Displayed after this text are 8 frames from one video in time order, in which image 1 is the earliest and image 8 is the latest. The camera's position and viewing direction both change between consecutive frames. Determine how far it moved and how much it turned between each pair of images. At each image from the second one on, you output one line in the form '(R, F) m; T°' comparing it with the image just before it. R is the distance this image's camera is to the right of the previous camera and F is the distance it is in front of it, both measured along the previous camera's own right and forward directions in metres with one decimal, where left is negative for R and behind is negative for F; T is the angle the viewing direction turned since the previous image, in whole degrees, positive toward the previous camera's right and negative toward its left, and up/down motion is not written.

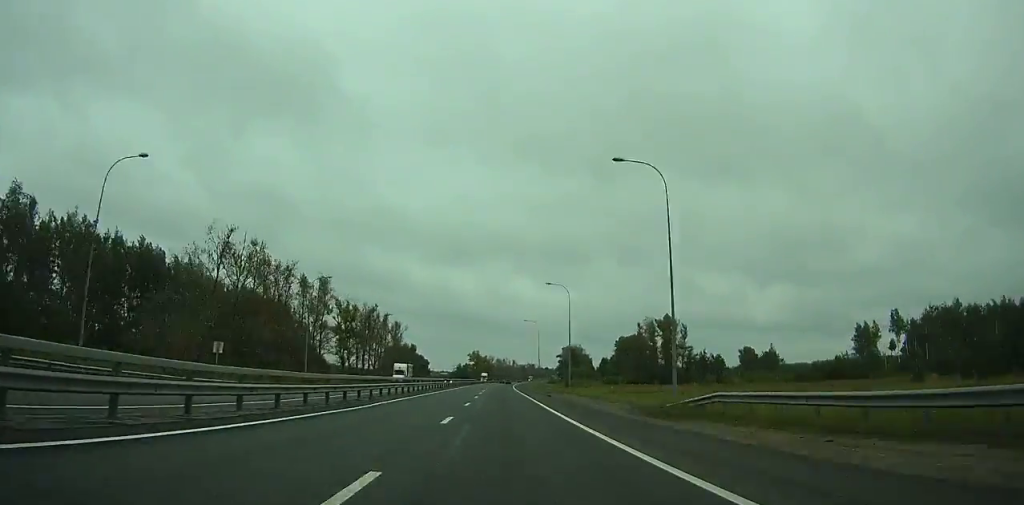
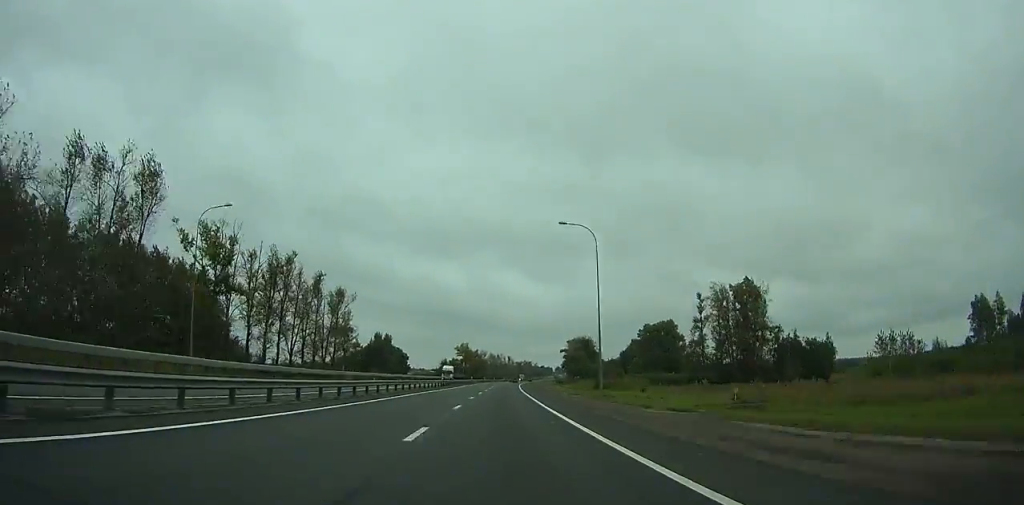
(0.0, +65.0) m; +1°
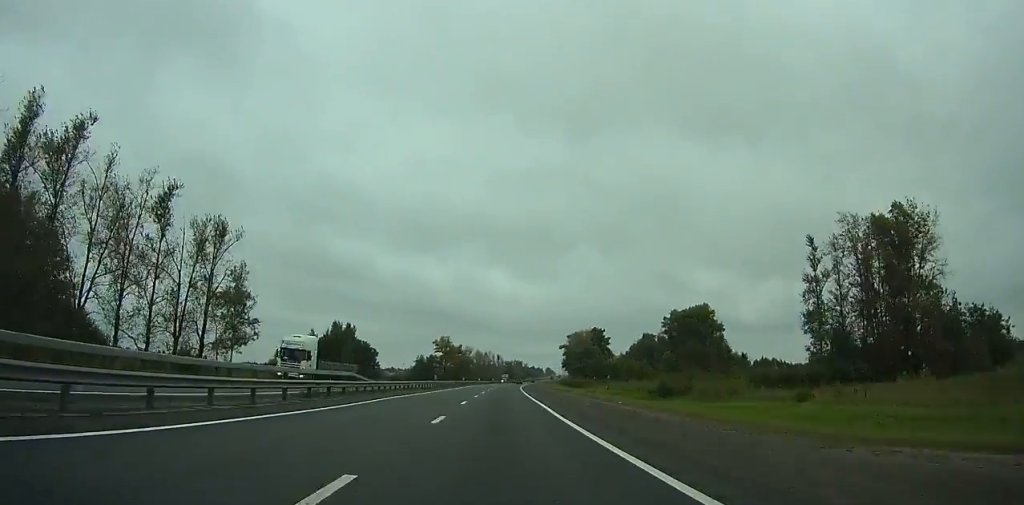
(+0.1, +54.2) m; +1°
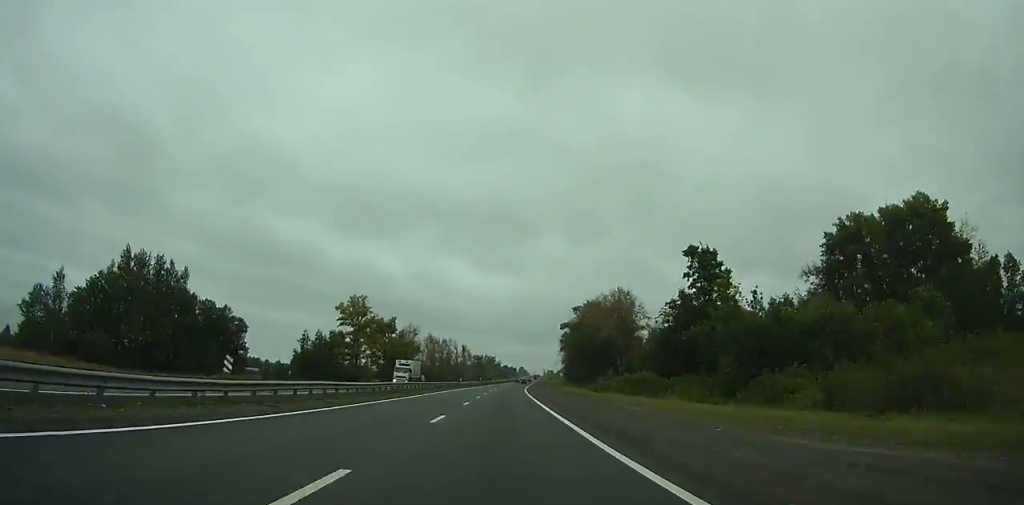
(+3.6, +120.9) m; +3°
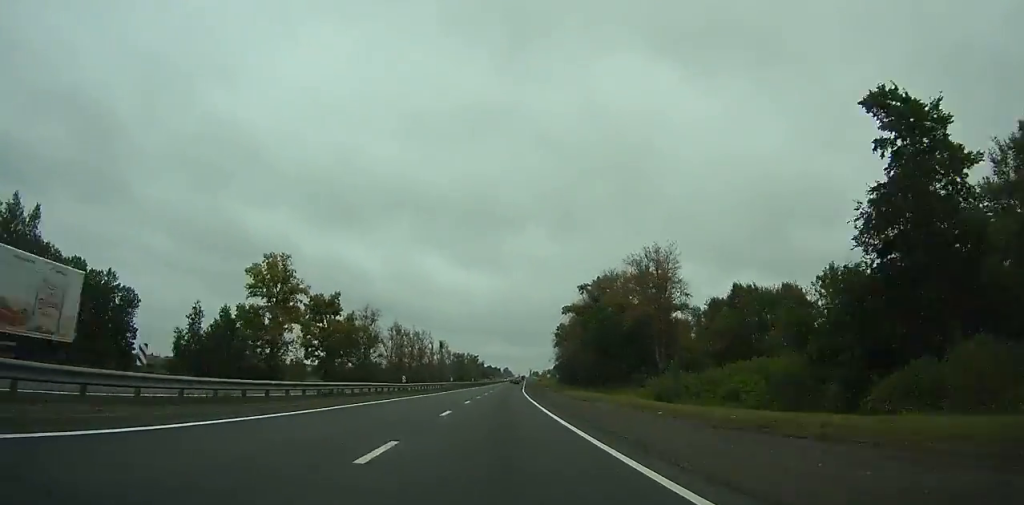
(+0.1, +44.6) m; +1°
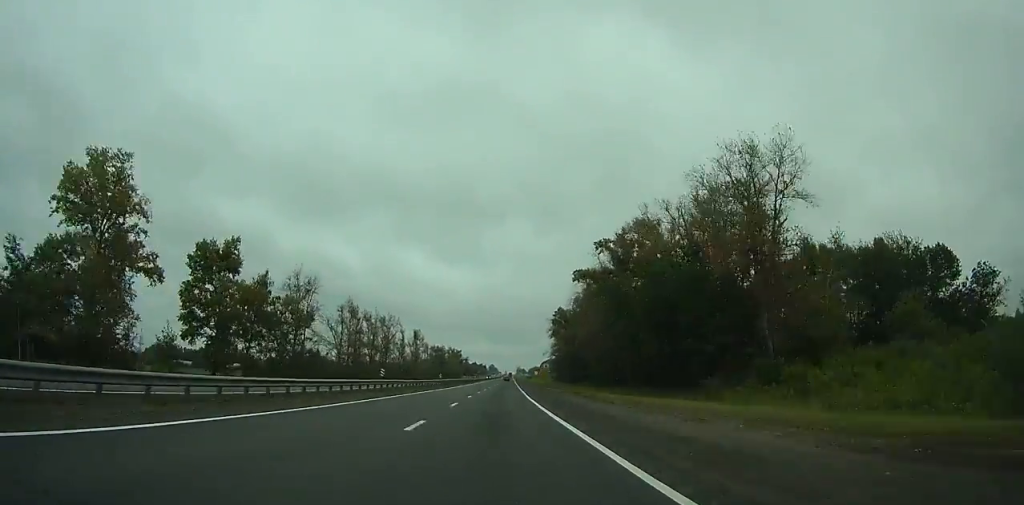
(+0.8, +42.6) m; +1°
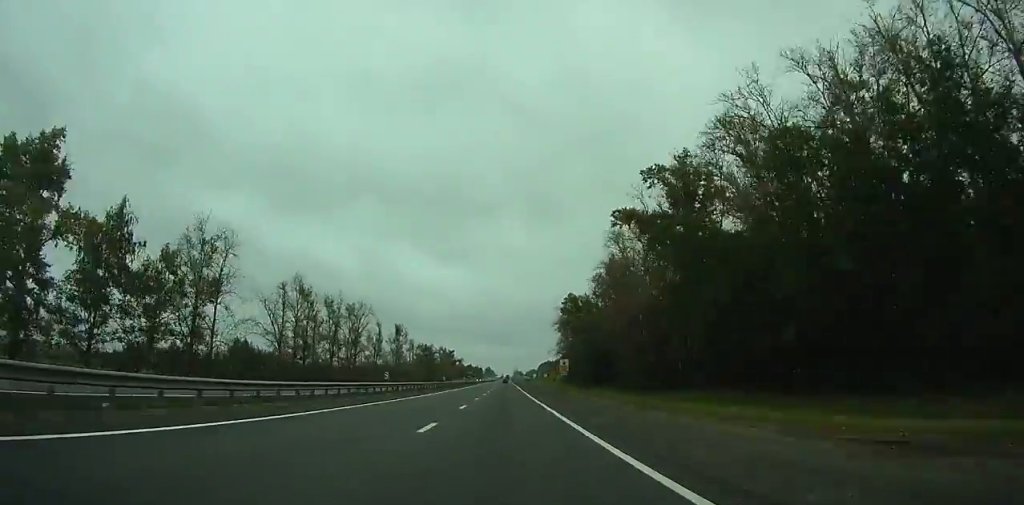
(+0.3, +37.0) m; +1°
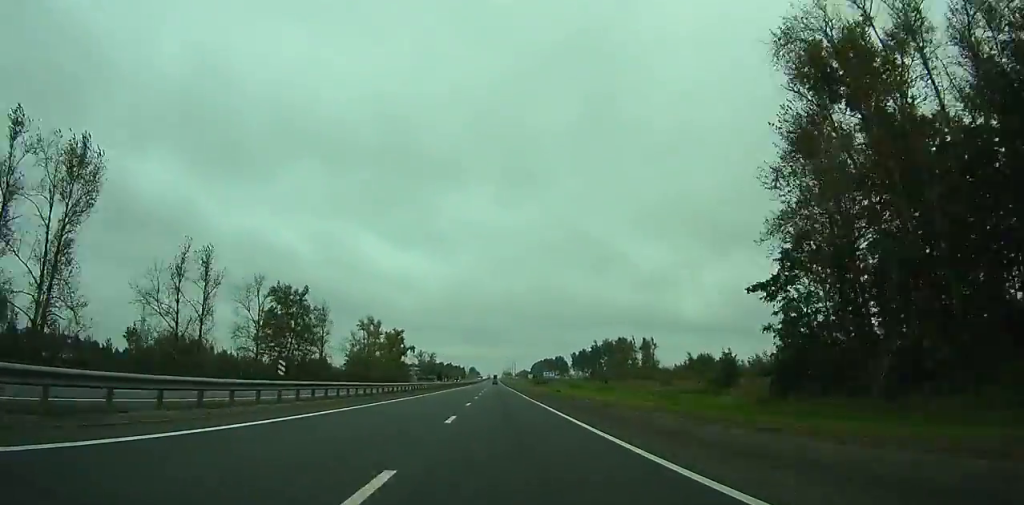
(+3.2, +162.2) m; +1°
